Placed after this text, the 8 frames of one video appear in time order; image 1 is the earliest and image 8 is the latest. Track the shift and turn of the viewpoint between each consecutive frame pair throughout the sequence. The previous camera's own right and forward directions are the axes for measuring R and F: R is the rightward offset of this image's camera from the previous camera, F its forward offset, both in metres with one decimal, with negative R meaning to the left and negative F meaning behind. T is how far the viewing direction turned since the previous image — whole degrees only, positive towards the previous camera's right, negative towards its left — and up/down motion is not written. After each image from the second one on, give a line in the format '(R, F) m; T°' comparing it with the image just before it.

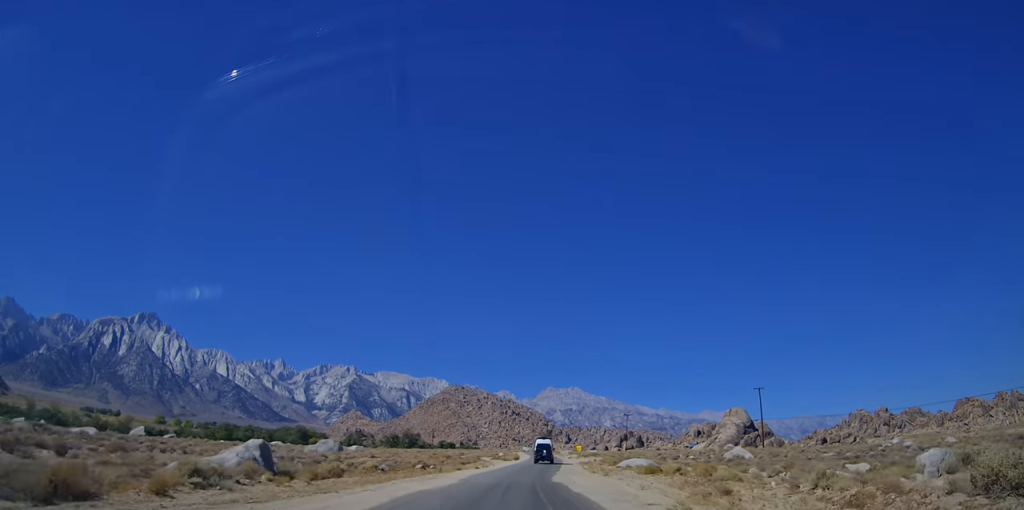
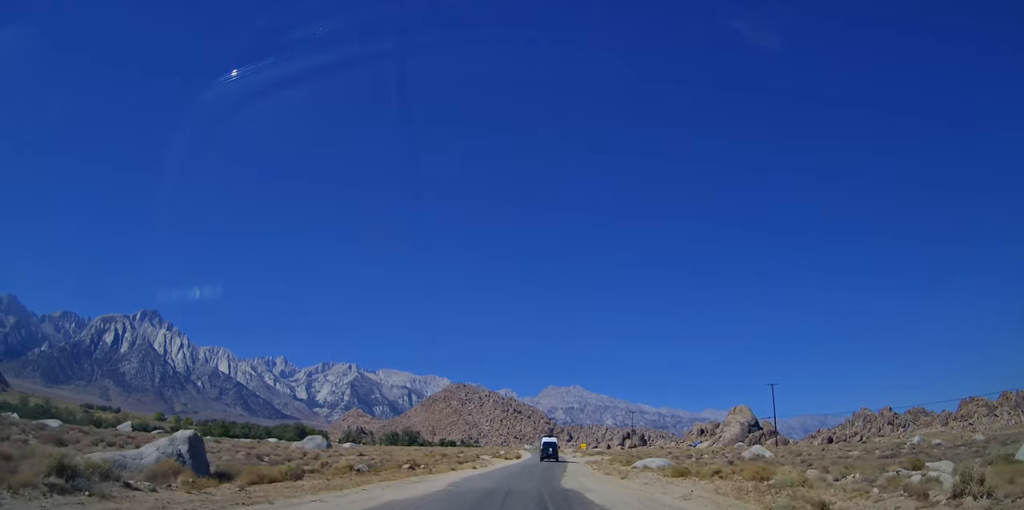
(-0.1, +5.3) m; -1°
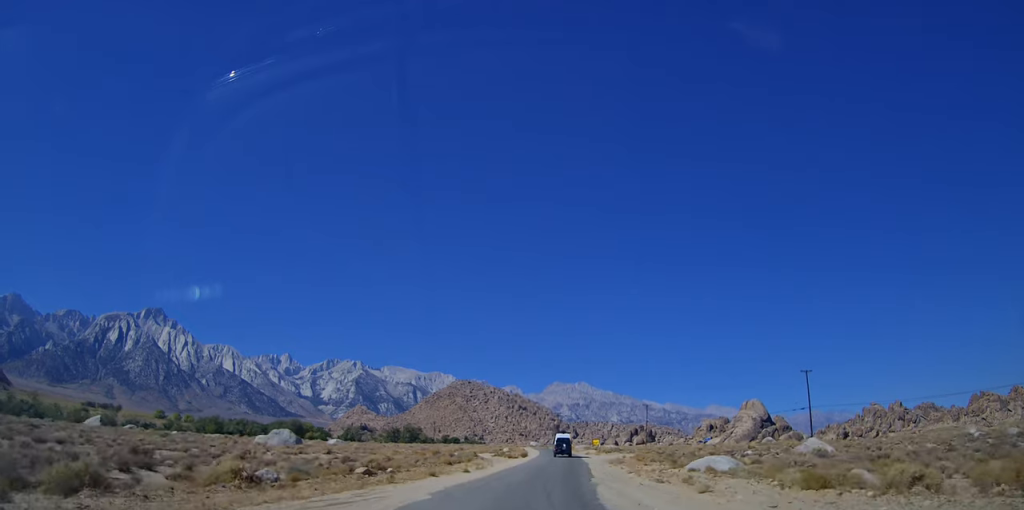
(-0.1, +12.3) m; -2°
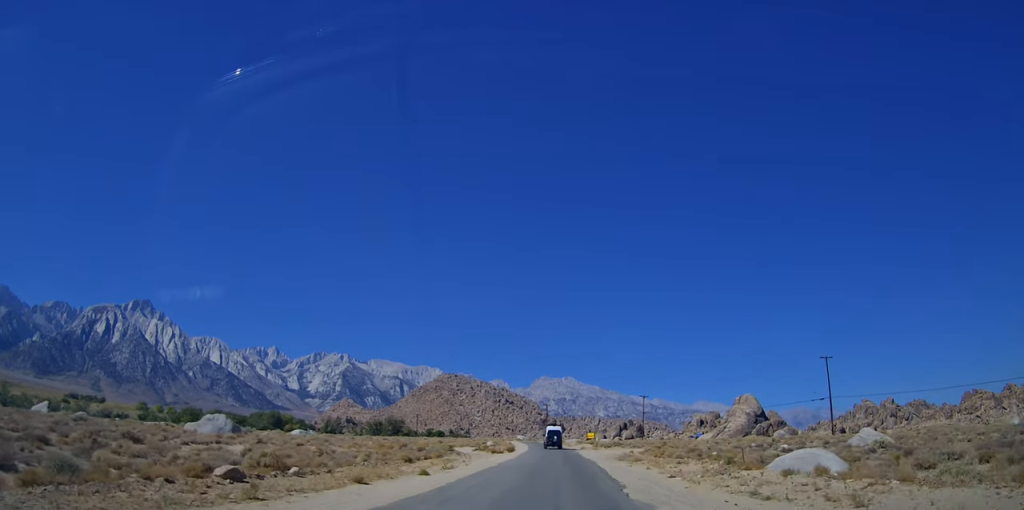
(-0.2, +11.2) m; +1°
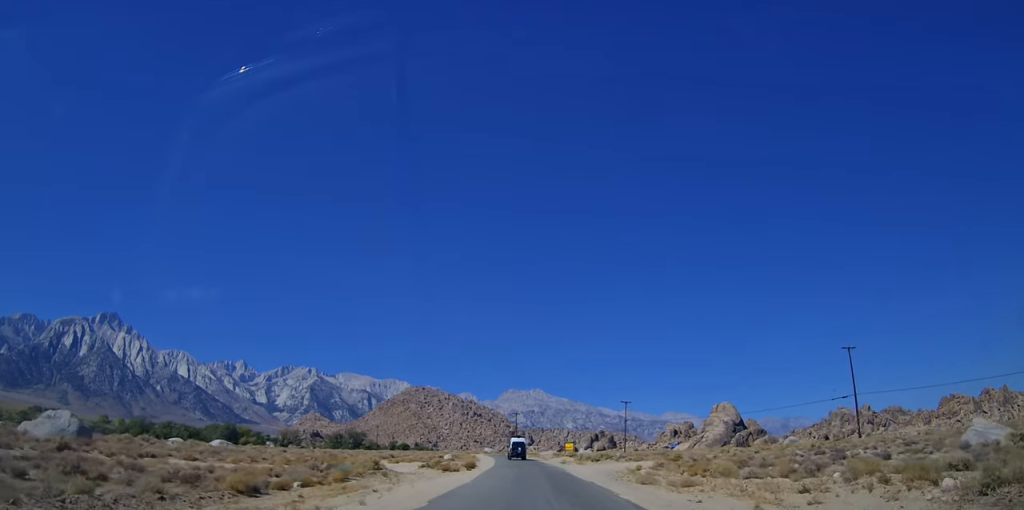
(-0.1, +15.0) m; 0°
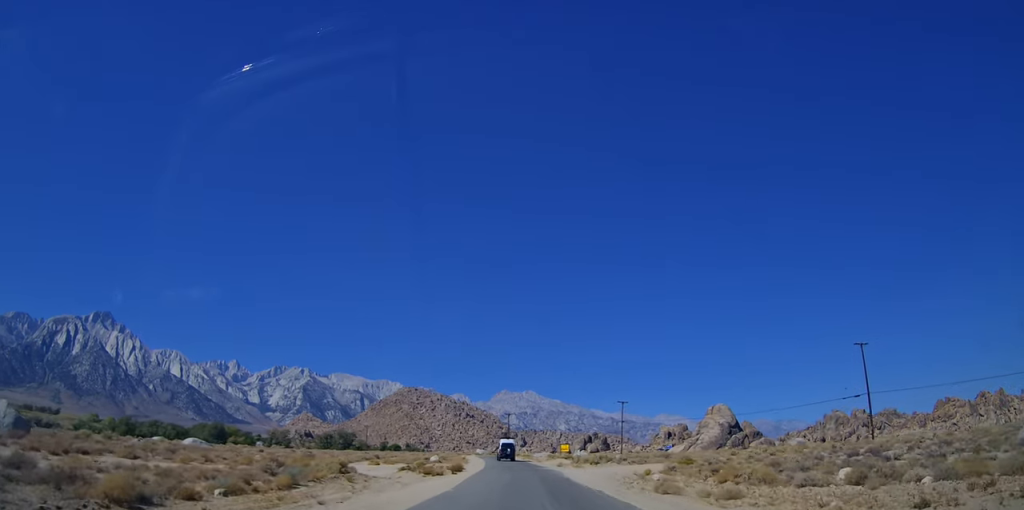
(+0.2, +4.6) m; +1°
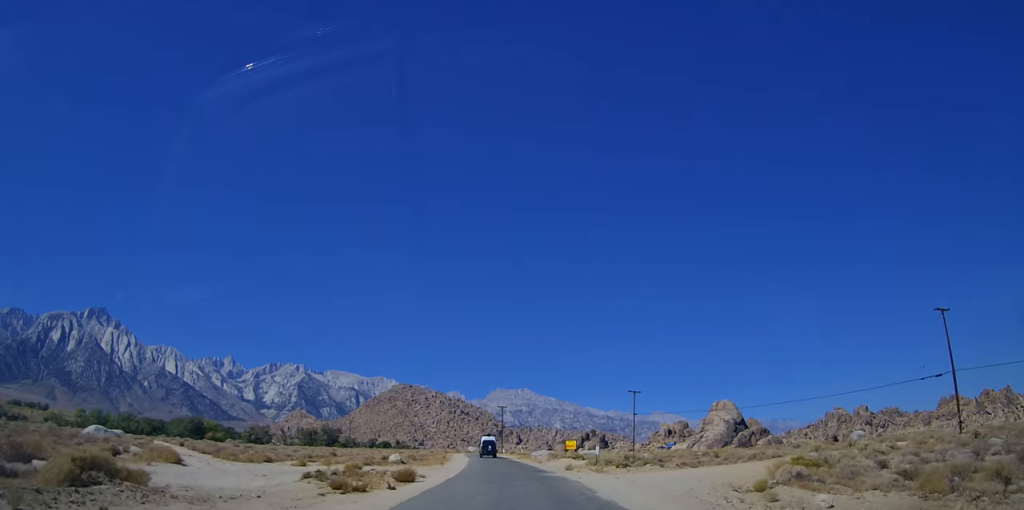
(+0.5, +16.3) m; +2°
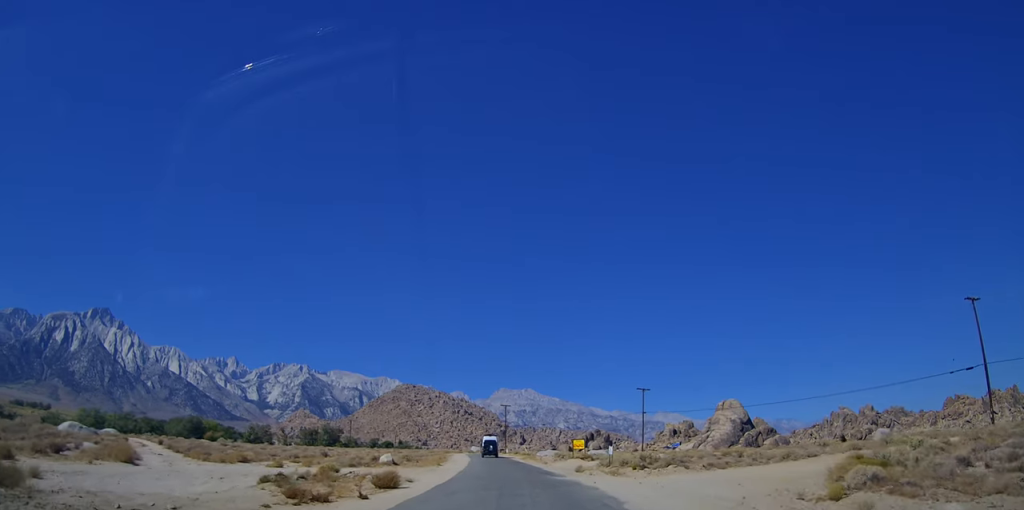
(+0.1, +4.1) m; 0°
